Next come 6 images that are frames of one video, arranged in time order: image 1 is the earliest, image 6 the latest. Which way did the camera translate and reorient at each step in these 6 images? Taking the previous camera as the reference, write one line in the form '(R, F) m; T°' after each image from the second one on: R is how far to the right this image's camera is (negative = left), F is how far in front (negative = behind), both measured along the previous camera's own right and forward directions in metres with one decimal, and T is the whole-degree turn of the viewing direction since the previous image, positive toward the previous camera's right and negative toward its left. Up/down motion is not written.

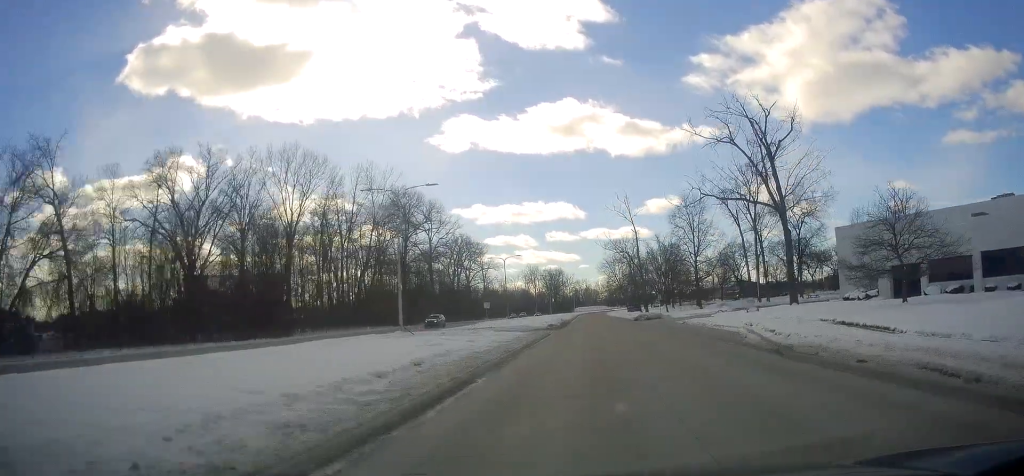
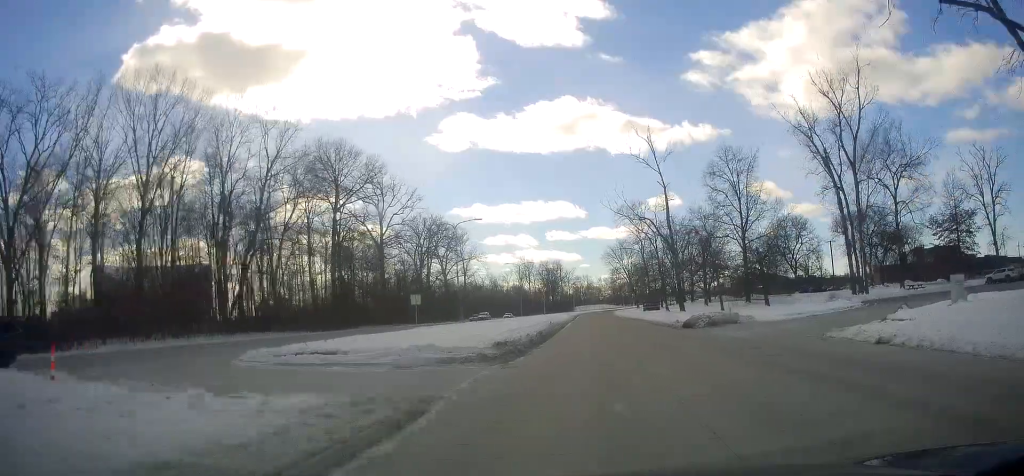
(-0.2, +33.5) m; 0°
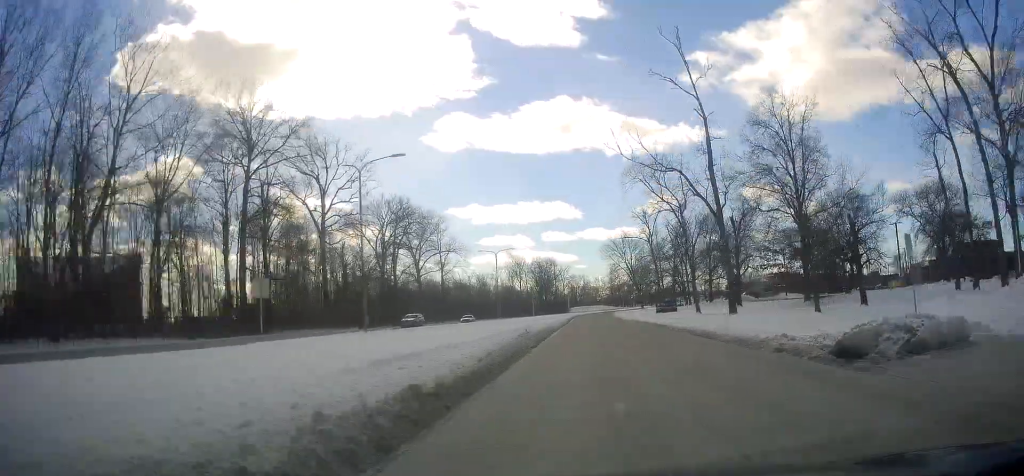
(+0.4, +22.1) m; +1°
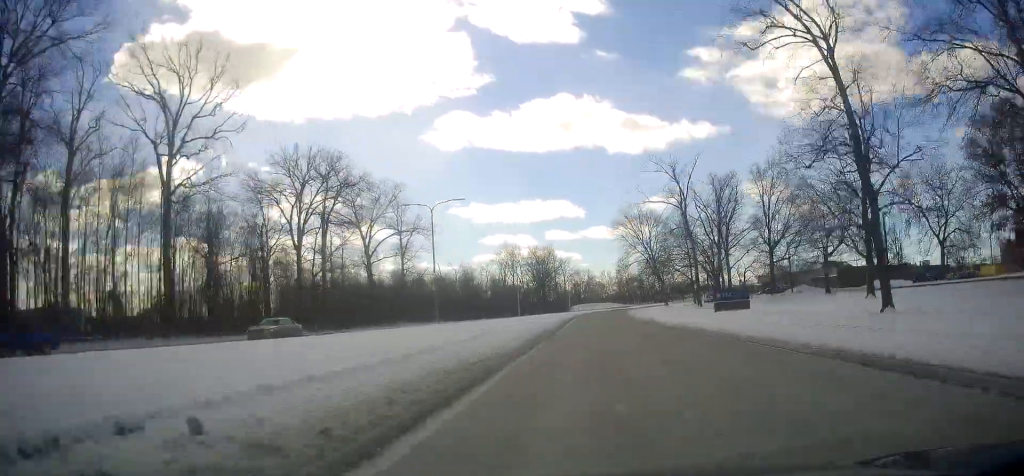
(-0.5, +33.0) m; -2°
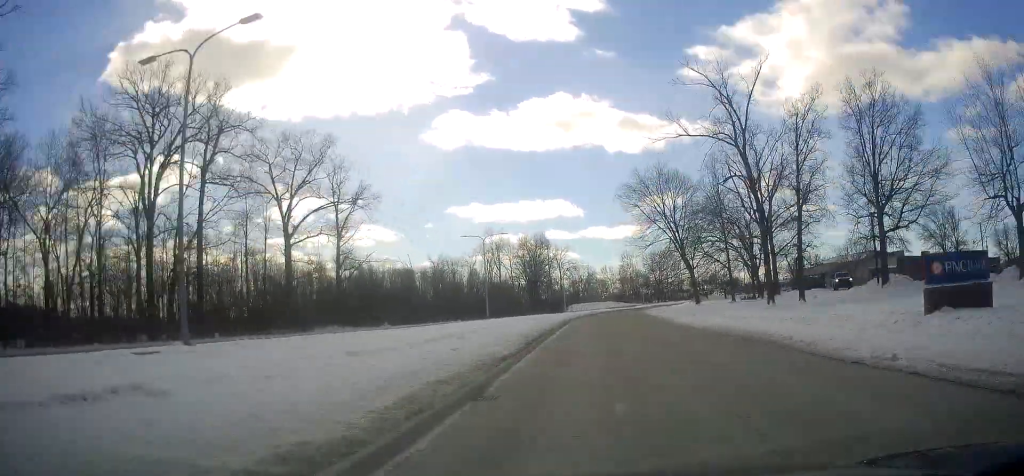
(-0.1, +28.4) m; +1°
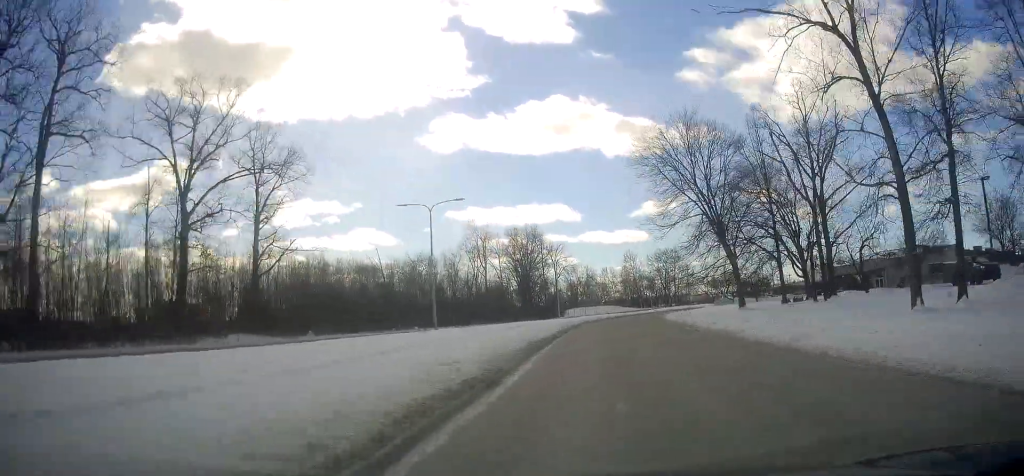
(+0.5, +20.7) m; +1°
